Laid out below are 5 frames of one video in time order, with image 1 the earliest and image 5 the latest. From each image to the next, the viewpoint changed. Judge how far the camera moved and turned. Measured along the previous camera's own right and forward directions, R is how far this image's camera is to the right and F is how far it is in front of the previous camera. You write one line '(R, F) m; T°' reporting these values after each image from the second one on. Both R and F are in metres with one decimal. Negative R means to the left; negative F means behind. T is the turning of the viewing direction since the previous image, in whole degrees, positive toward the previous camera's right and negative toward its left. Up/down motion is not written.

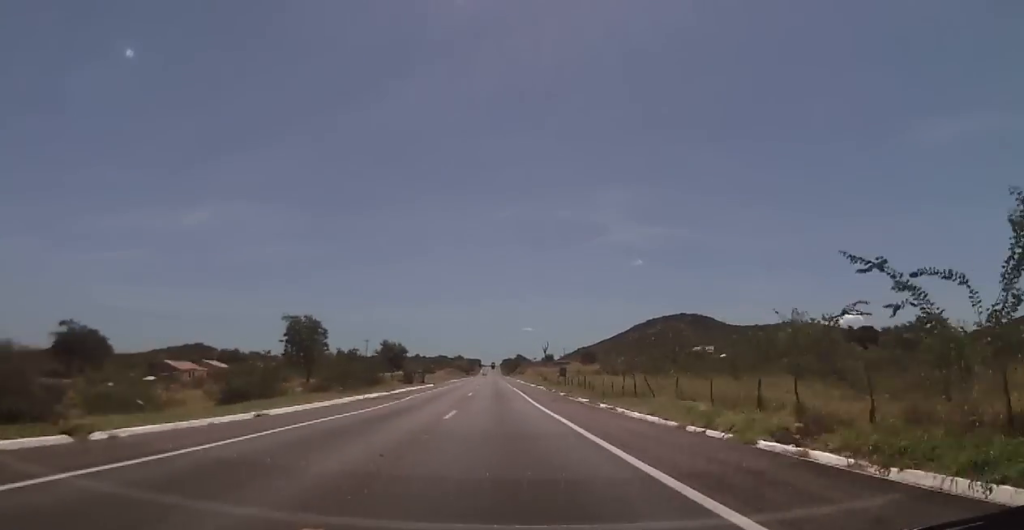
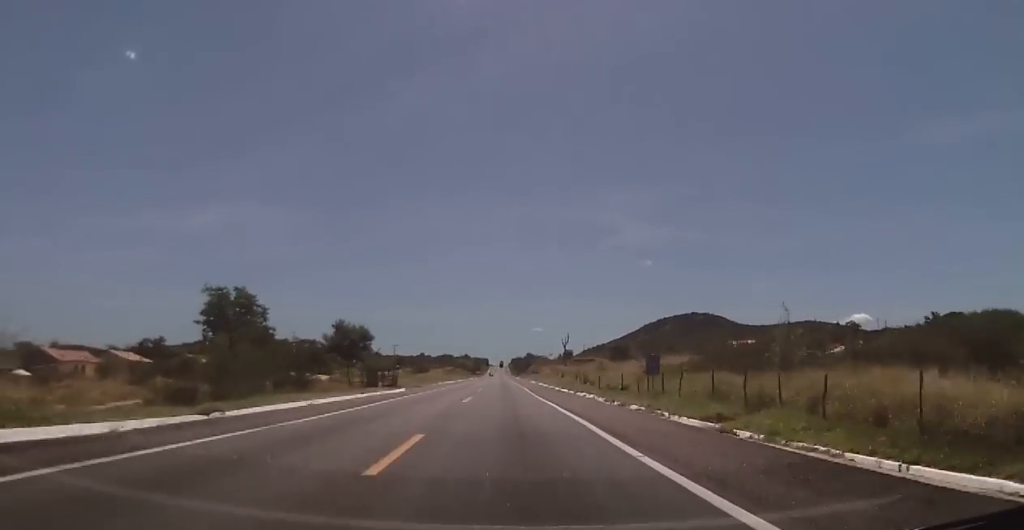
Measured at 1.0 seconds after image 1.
(-0.2, +34.4) m; -1°
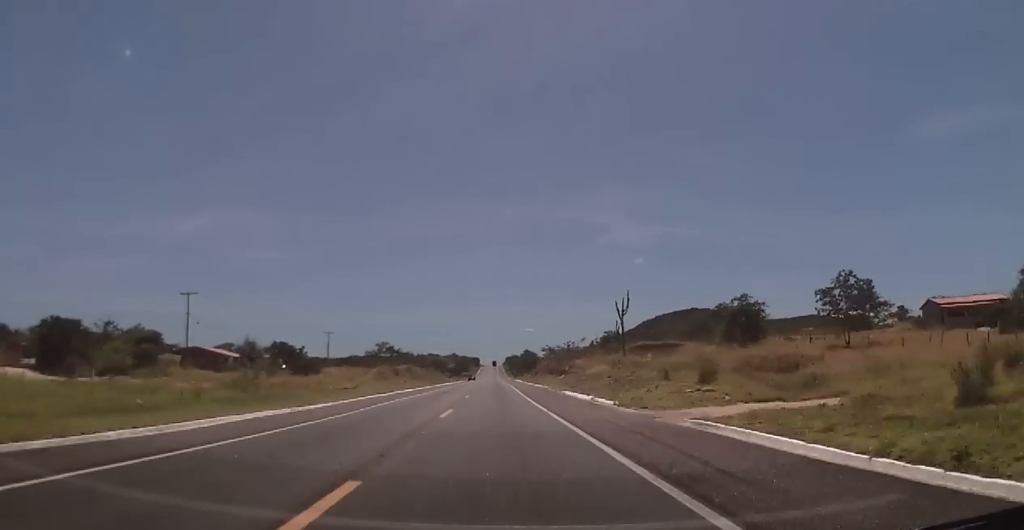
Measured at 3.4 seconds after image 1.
(-0.8, +79.1) m; 0°
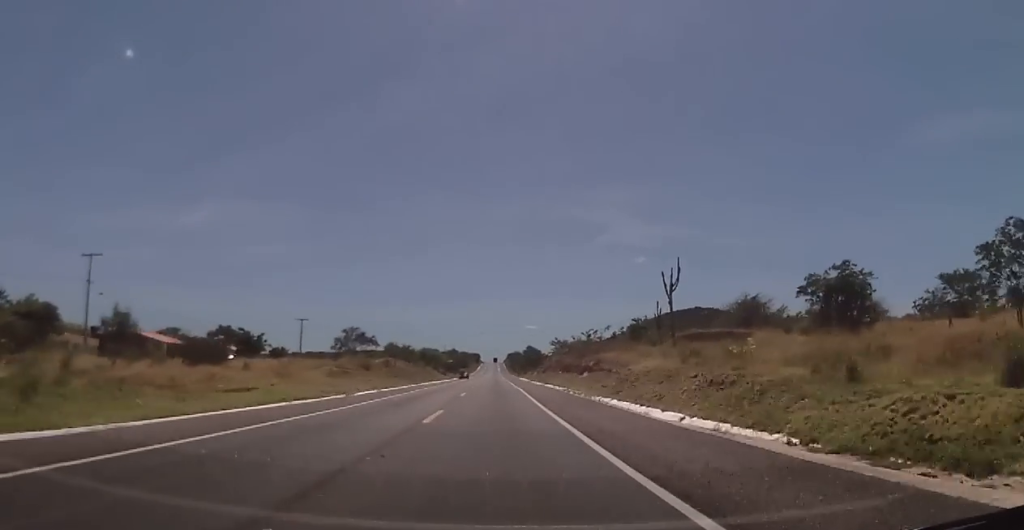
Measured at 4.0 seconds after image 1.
(+0.3, +21.2) m; 0°
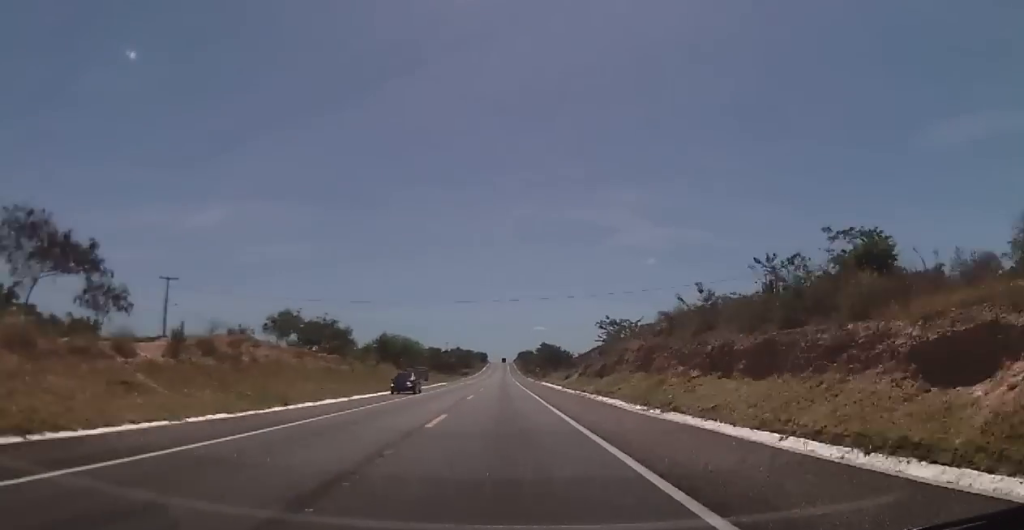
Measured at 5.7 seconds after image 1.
(-0.8, +54.8) m; 0°
